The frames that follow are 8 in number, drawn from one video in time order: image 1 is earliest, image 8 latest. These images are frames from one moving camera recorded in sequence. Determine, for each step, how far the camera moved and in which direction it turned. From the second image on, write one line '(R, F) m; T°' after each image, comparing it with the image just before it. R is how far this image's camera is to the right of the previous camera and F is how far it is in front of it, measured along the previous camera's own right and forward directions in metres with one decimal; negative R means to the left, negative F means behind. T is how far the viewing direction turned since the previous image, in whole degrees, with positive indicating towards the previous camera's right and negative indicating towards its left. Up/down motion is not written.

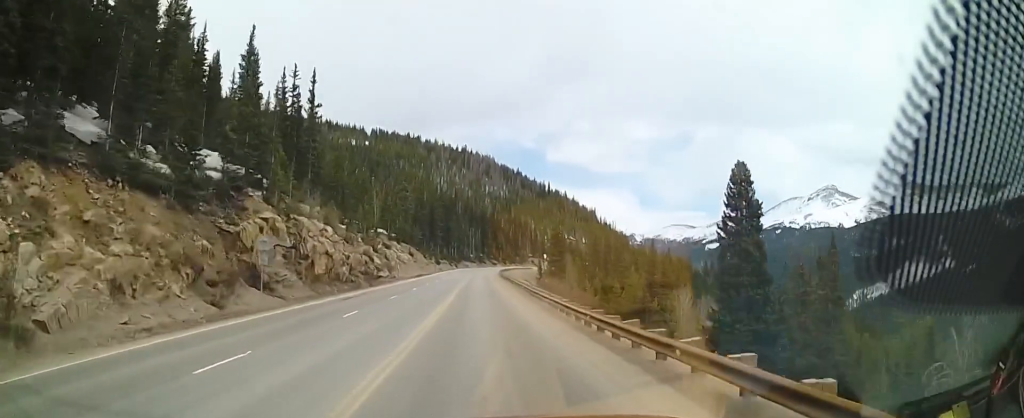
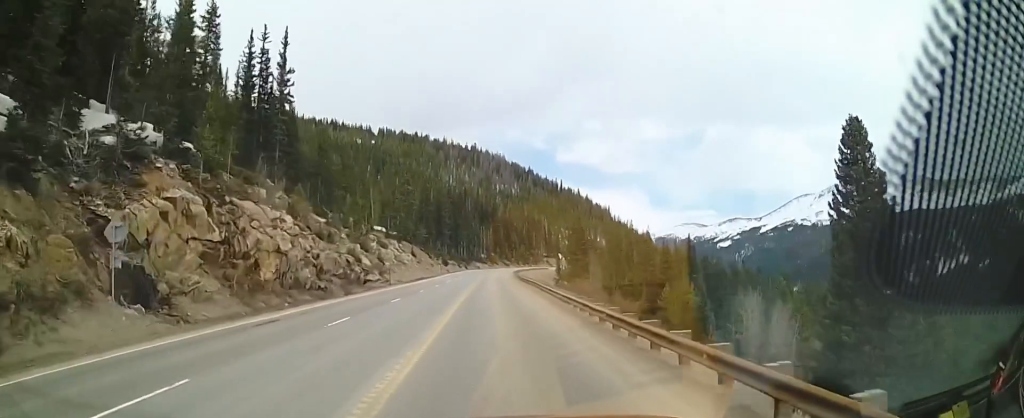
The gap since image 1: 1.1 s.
(-1.2, +15.8) m; -3°
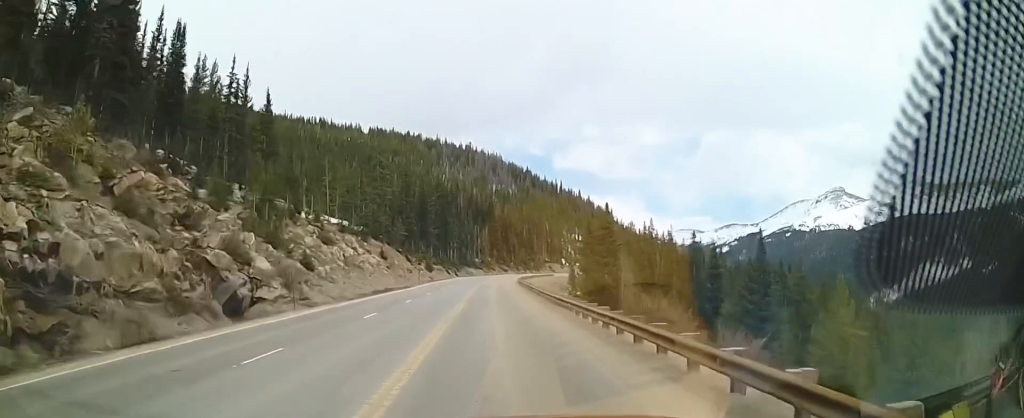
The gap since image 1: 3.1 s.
(0.0, +31.3) m; -1°
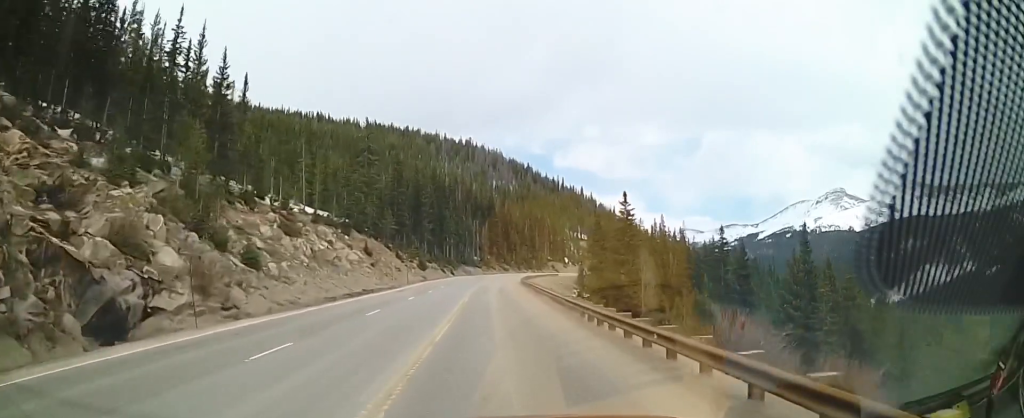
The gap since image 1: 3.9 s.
(+0.3, +12.0) m; +2°
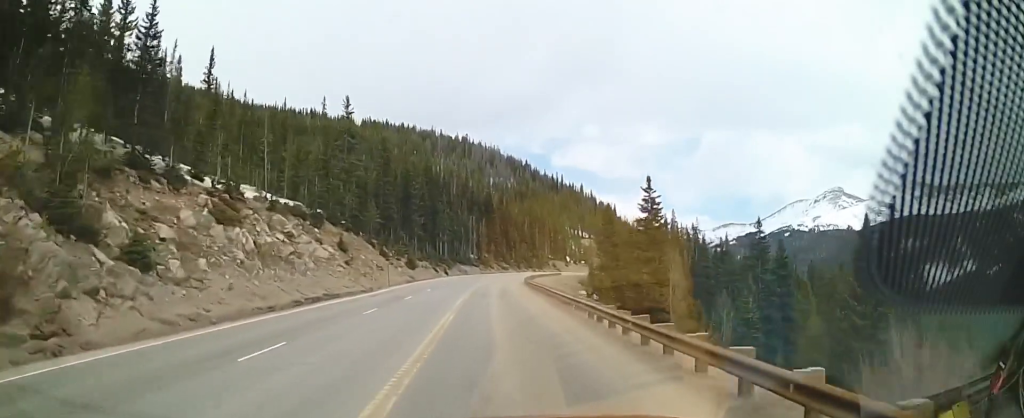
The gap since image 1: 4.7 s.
(+0.2, +13.0) m; +1°
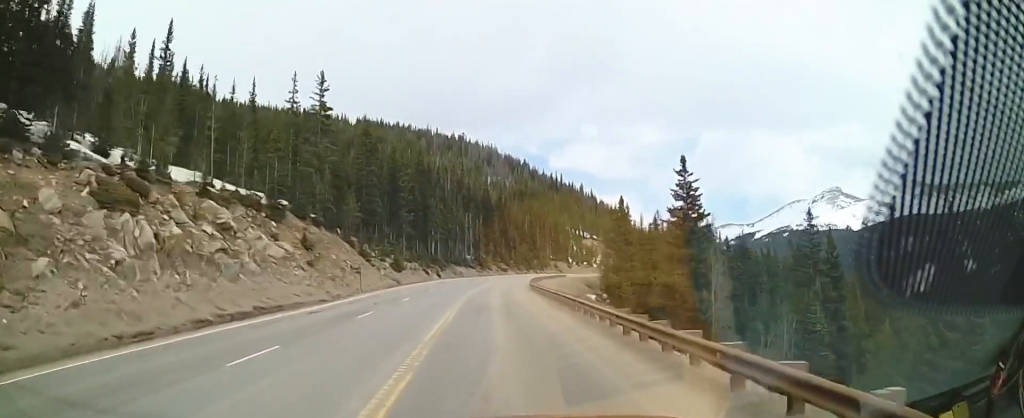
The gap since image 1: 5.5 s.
(+0.1, +12.8) m; 0°
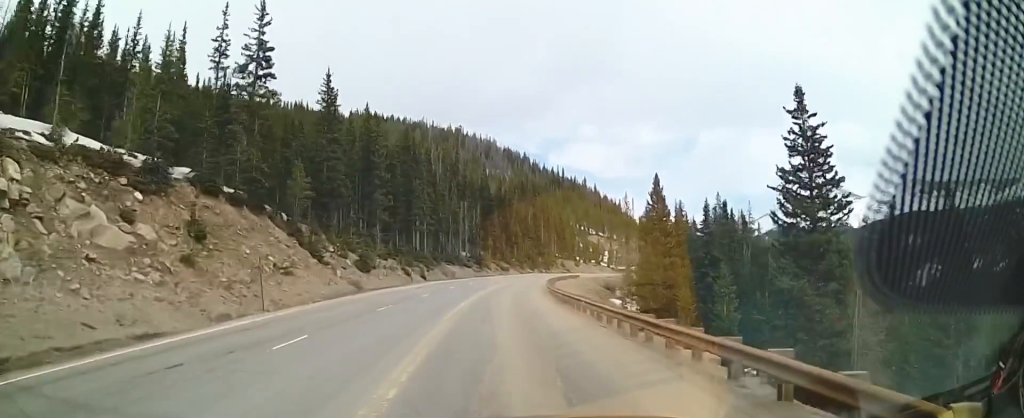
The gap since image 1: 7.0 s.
(0.0, +21.7) m; 0°
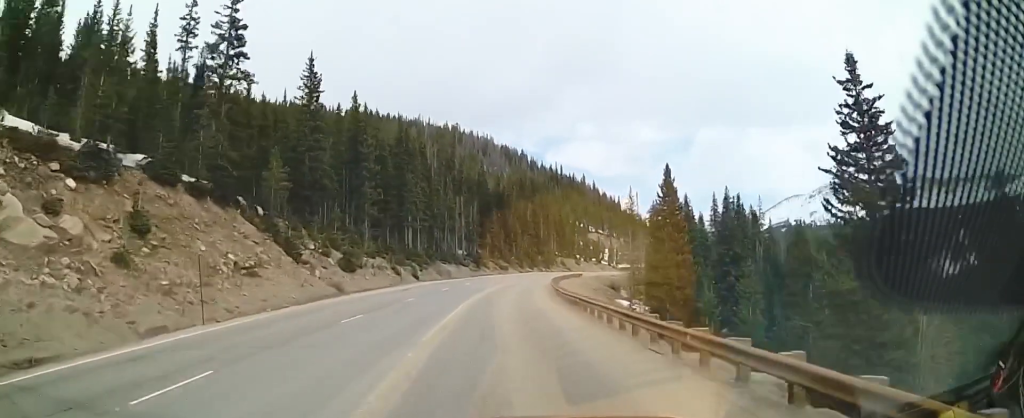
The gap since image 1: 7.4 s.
(0.0, +6.0) m; 0°
